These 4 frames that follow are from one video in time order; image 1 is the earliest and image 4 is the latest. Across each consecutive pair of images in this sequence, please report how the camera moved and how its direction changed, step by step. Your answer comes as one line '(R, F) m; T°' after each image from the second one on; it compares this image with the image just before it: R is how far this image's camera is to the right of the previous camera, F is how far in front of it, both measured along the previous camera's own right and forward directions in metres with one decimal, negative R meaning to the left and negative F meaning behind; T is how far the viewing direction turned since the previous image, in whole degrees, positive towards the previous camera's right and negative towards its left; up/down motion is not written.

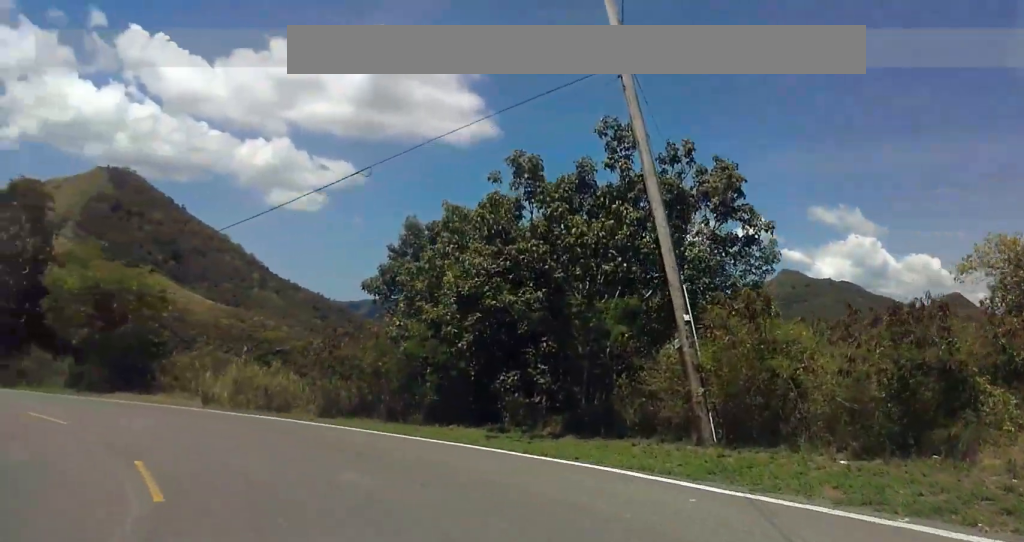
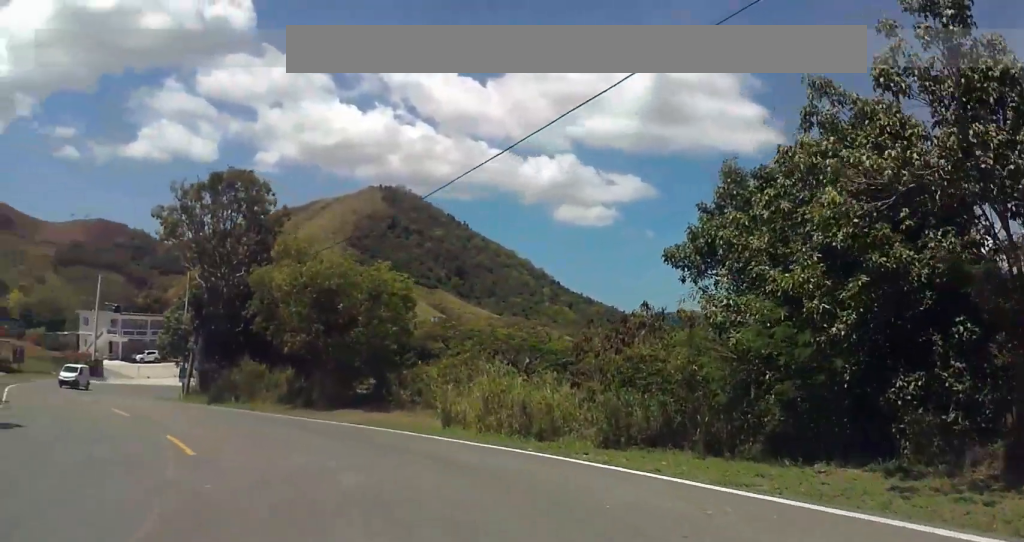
(-1.1, +6.2) m; -12°
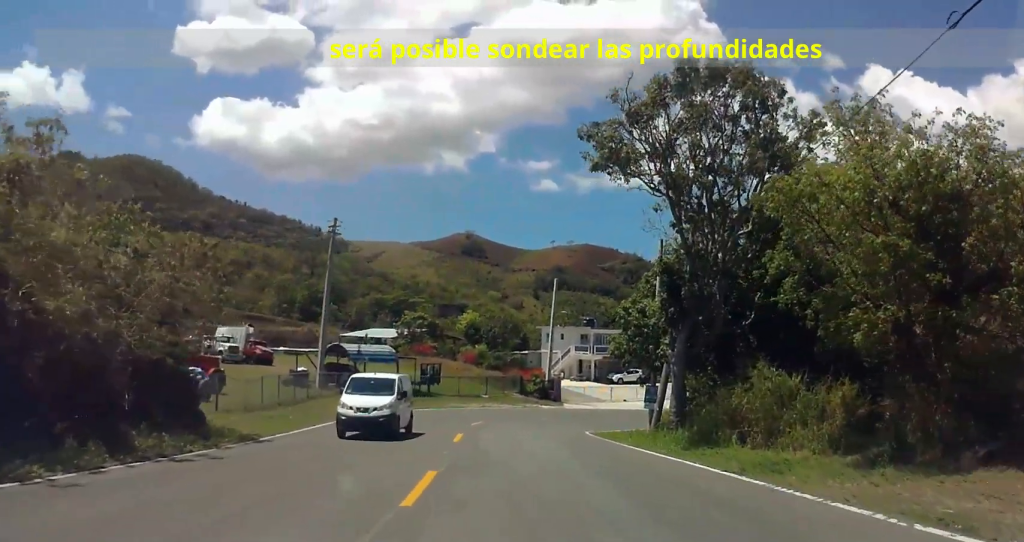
(-2.1, +14.3) m; -26°
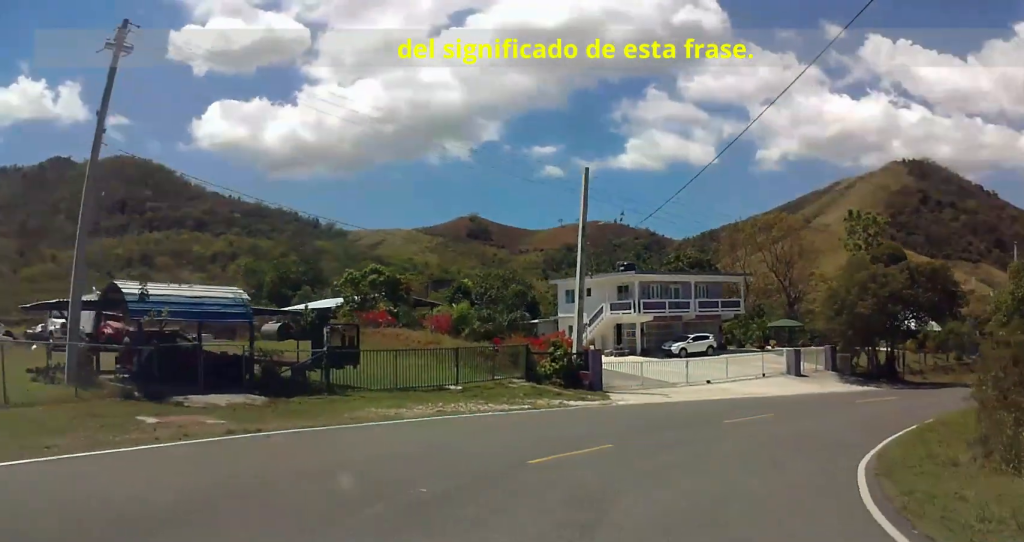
(-10.8, +27.6) m; -24°
